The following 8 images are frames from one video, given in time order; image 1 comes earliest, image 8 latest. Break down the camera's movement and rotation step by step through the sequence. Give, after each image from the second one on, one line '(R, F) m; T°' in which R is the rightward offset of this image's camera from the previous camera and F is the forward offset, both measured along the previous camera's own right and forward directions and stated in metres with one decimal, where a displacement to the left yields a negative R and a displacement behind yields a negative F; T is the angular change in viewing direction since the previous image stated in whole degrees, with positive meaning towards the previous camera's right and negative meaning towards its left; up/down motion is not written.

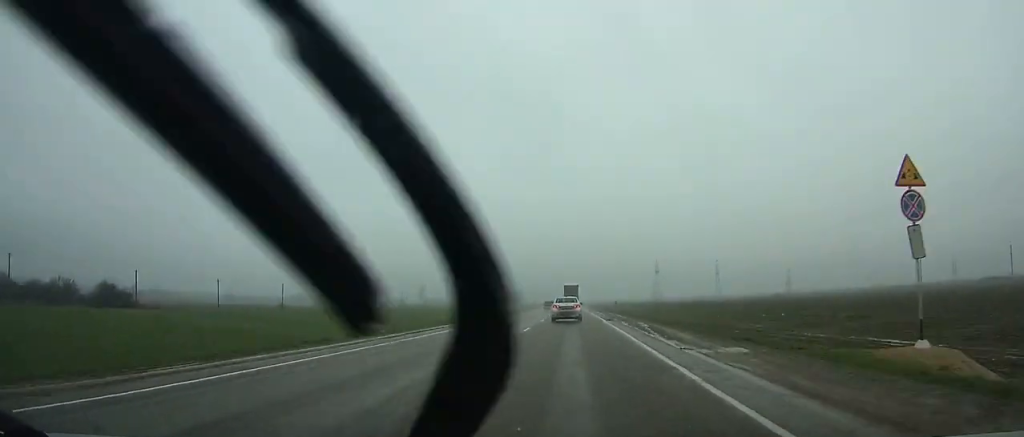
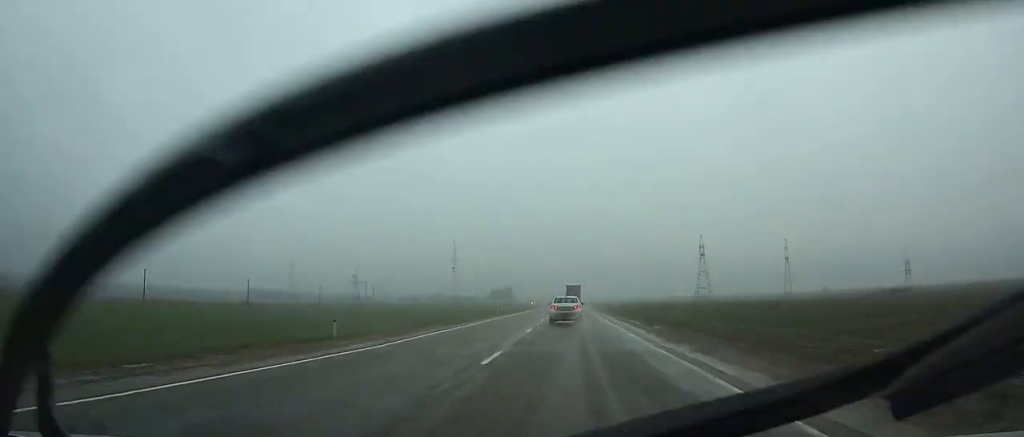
(+0.9, +178.2) m; +1°
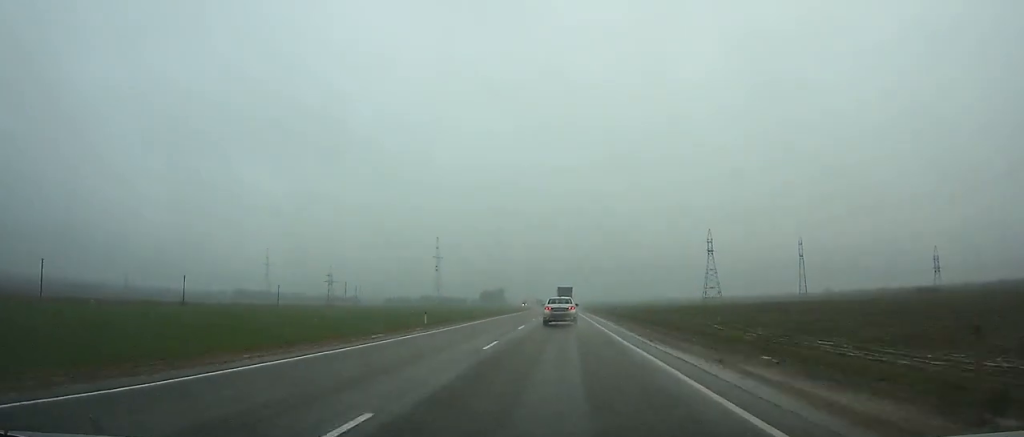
(0.0, +32.8) m; 0°
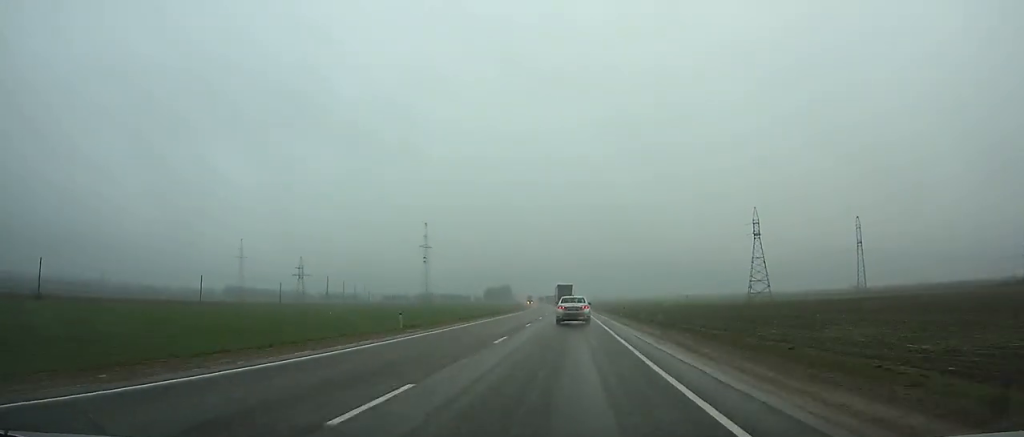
(0.0, +57.3) m; 0°
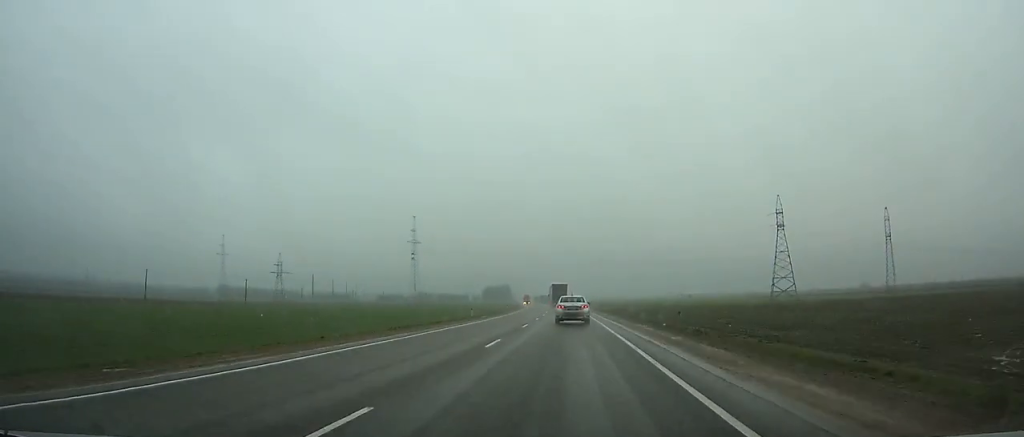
(0.0, +26.5) m; -1°
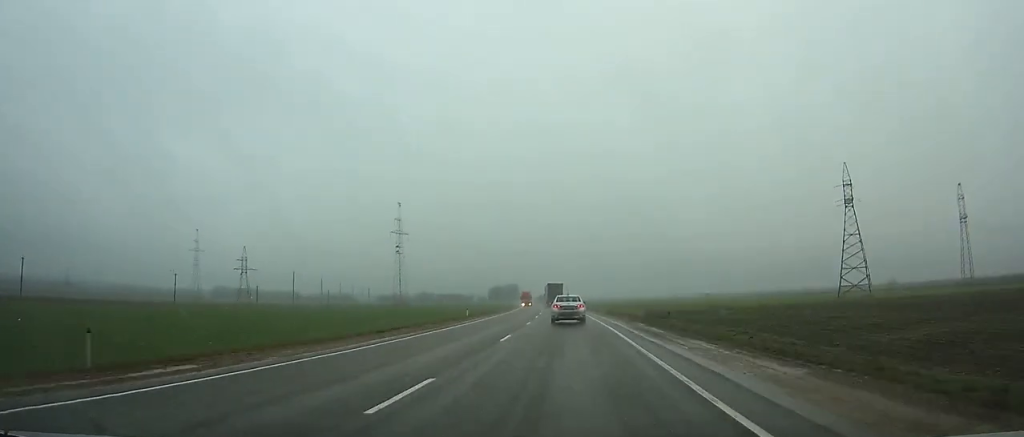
(-0.3, +44.8) m; -1°
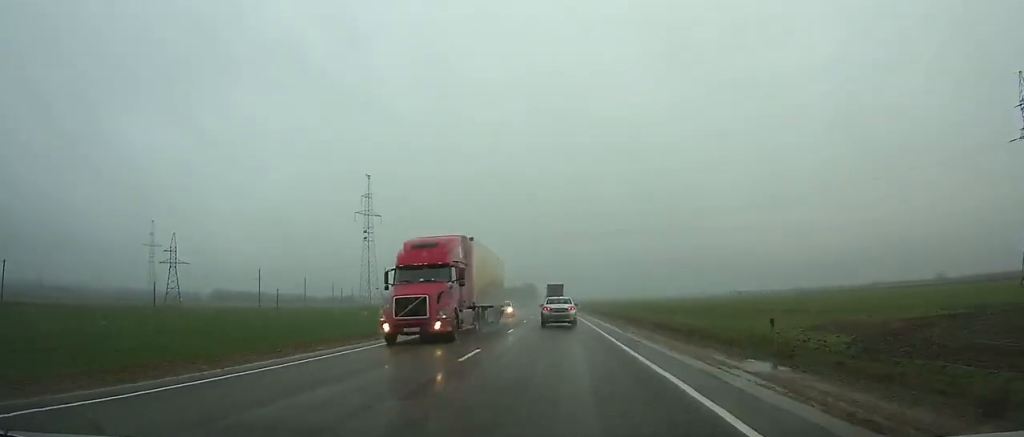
(-1.3, +64.8) m; -2°
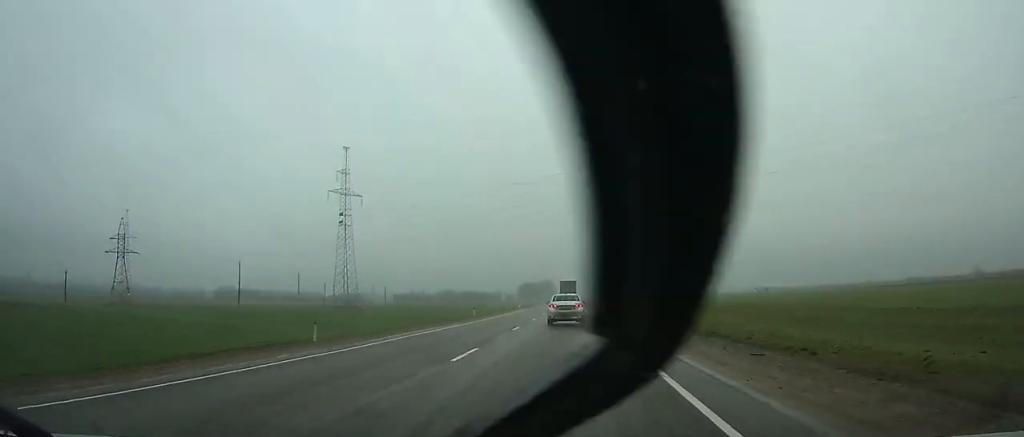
(-0.4, +36.2) m; -1°
